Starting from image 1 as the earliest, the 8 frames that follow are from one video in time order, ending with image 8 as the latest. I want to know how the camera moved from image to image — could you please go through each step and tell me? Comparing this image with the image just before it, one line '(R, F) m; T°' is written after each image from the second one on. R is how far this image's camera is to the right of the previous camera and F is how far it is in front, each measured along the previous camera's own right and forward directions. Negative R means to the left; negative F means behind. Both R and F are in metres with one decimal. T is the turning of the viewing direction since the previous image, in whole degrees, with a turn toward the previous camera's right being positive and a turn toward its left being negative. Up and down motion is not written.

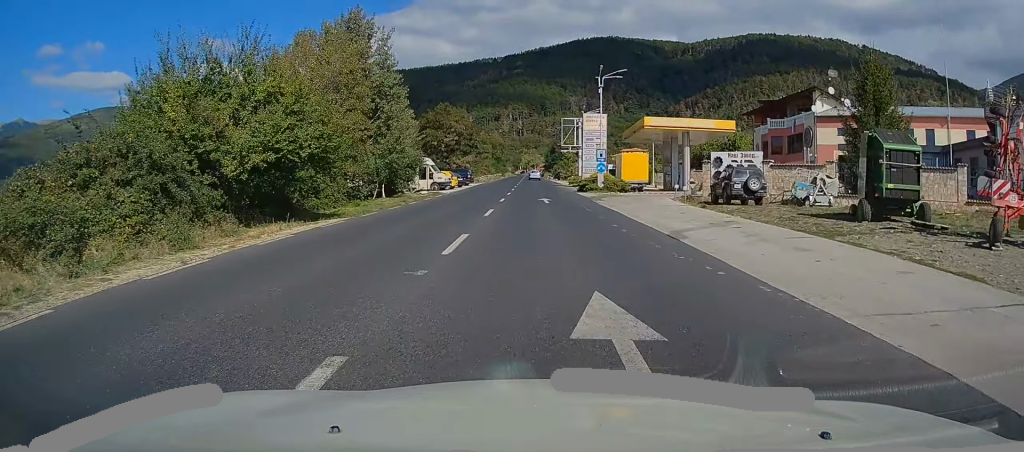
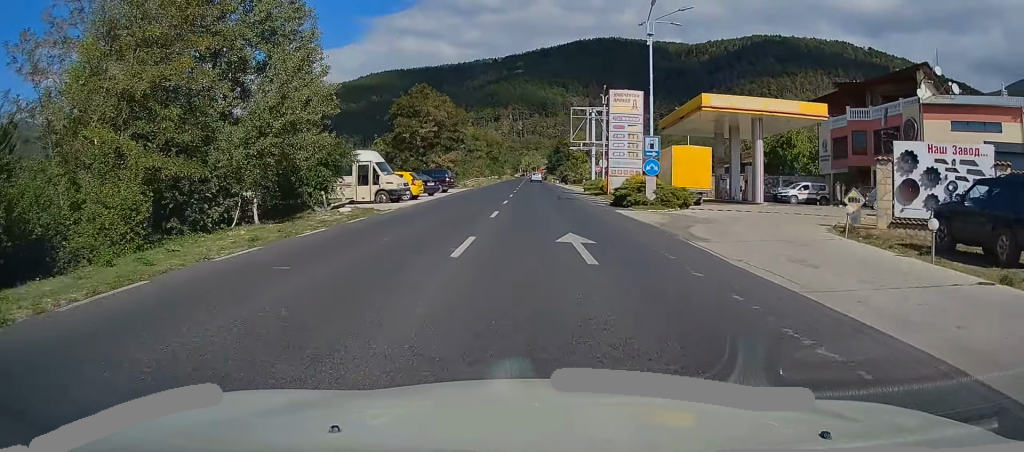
(-0.1, +18.0) m; 0°
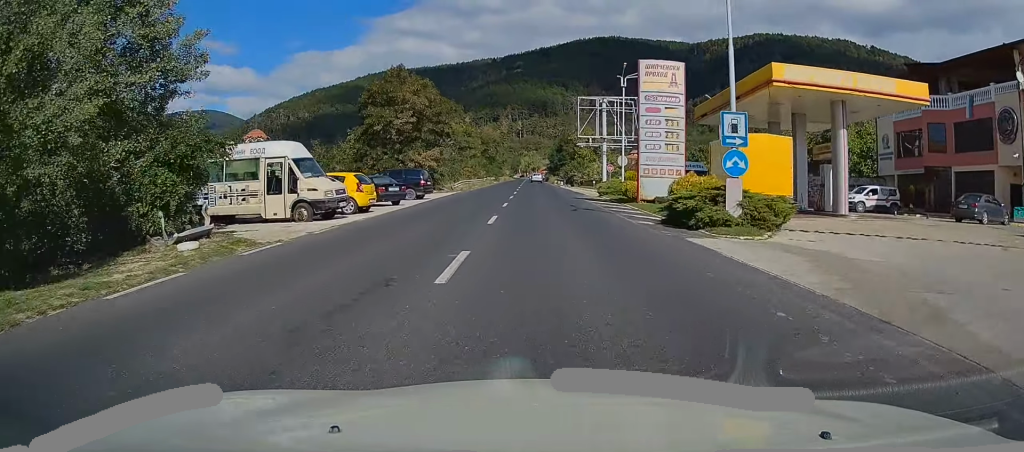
(-0.1, +11.1) m; 0°
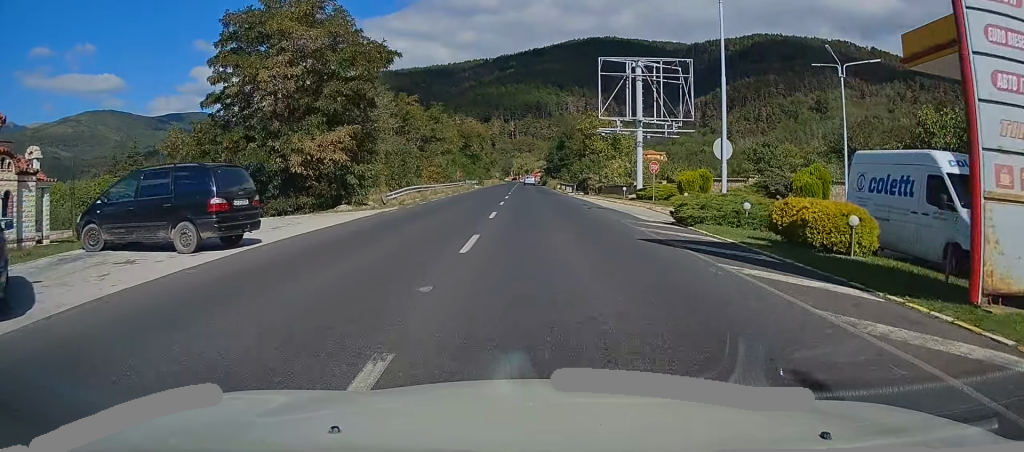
(+0.1, +23.6) m; 0°
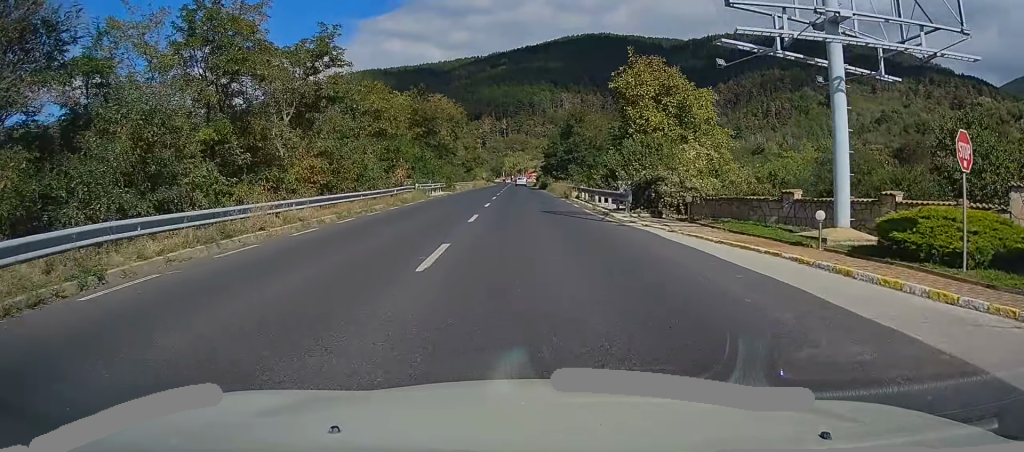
(+0.2, +28.4) m; +1°
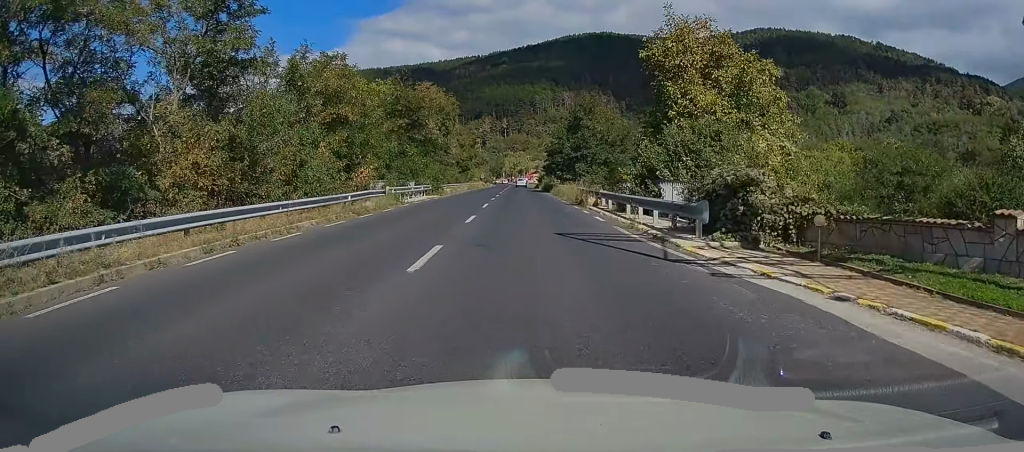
(-0.1, +8.9) m; 0°
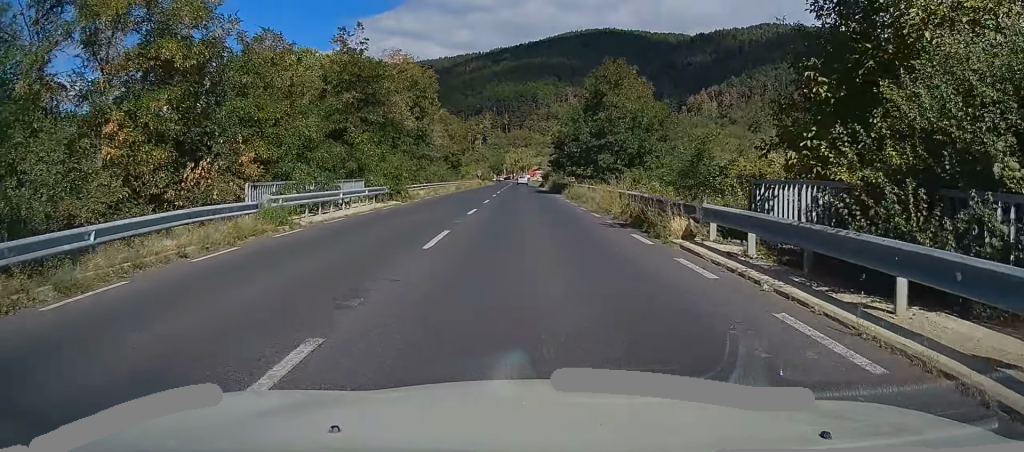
(-0.1, +15.5) m; 0°
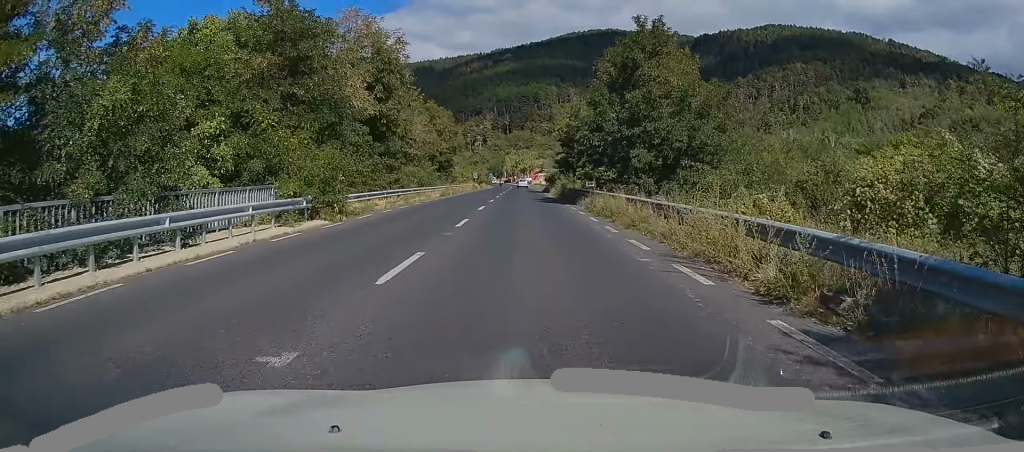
(0.0, +12.0) m; 0°
